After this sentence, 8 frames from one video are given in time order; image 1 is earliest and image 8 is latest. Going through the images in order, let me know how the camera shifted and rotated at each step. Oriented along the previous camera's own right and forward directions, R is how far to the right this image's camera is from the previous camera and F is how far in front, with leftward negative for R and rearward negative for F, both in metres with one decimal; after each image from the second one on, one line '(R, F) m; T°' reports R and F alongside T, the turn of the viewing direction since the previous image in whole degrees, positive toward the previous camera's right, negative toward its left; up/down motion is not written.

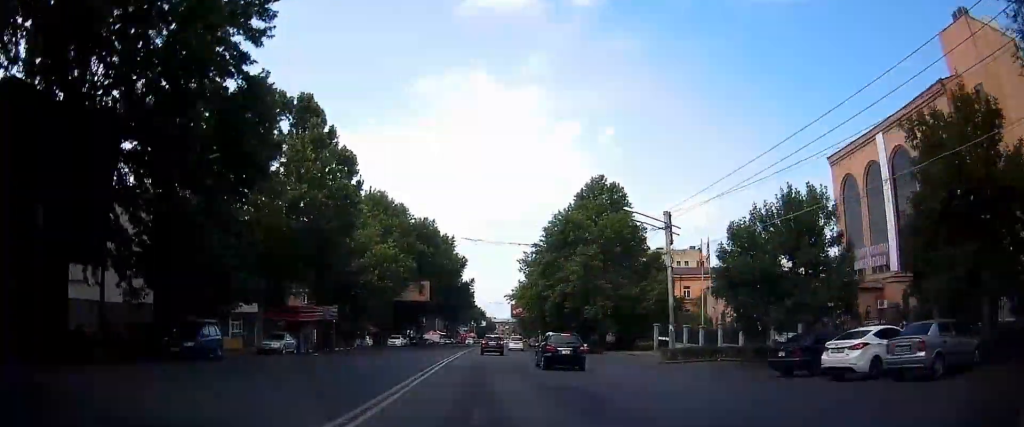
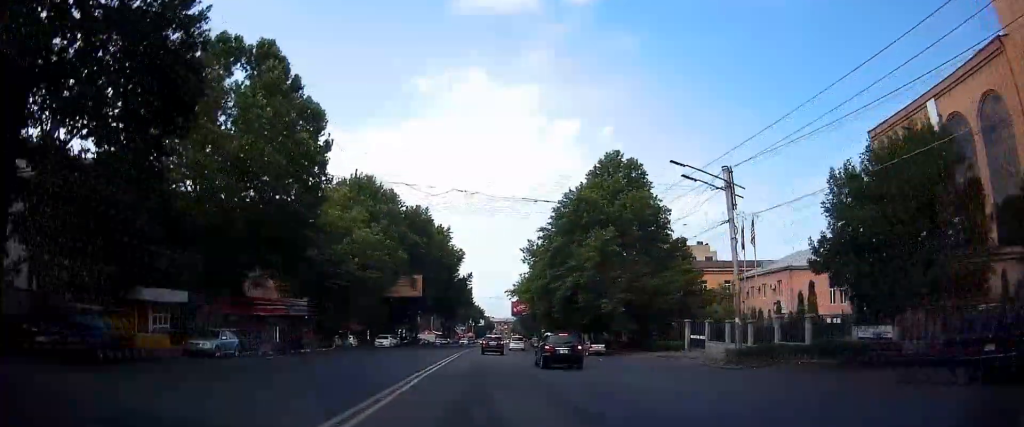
(-0.1, +10.2) m; 0°
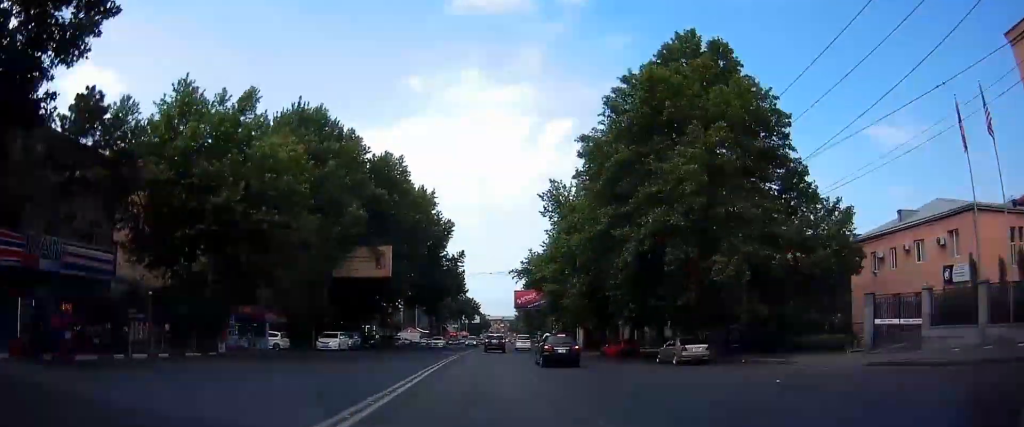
(+0.3, +27.0) m; +2°
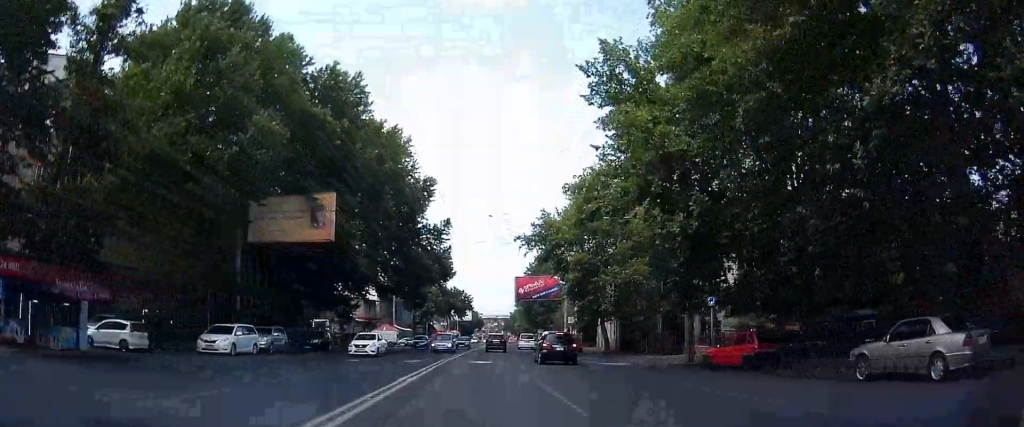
(+0.2, +20.9) m; 0°
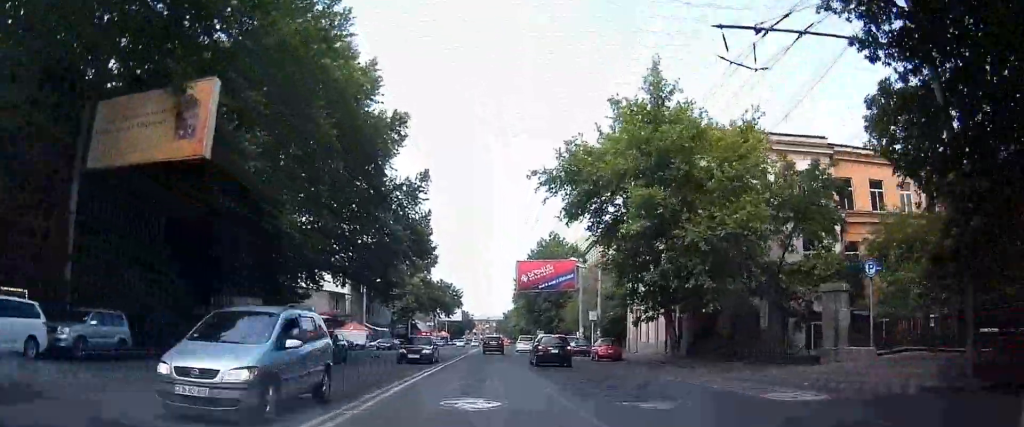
(0.0, +17.7) m; 0°
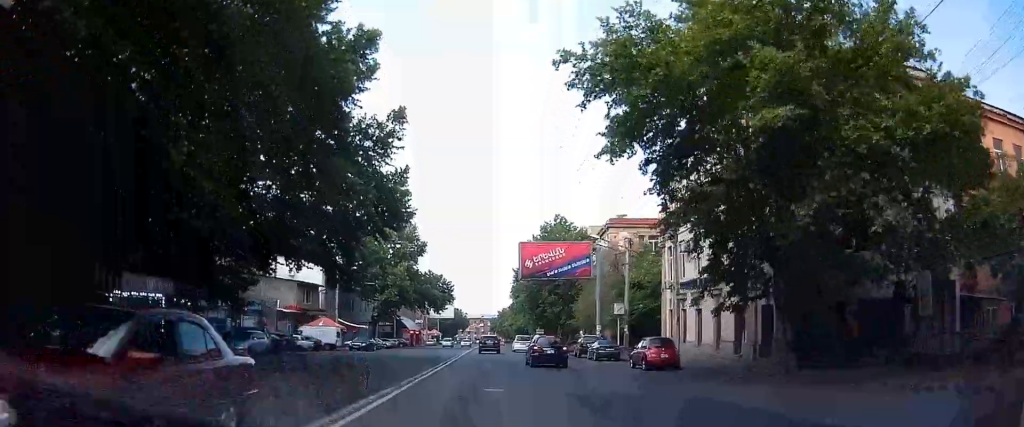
(0.0, +12.0) m; +1°
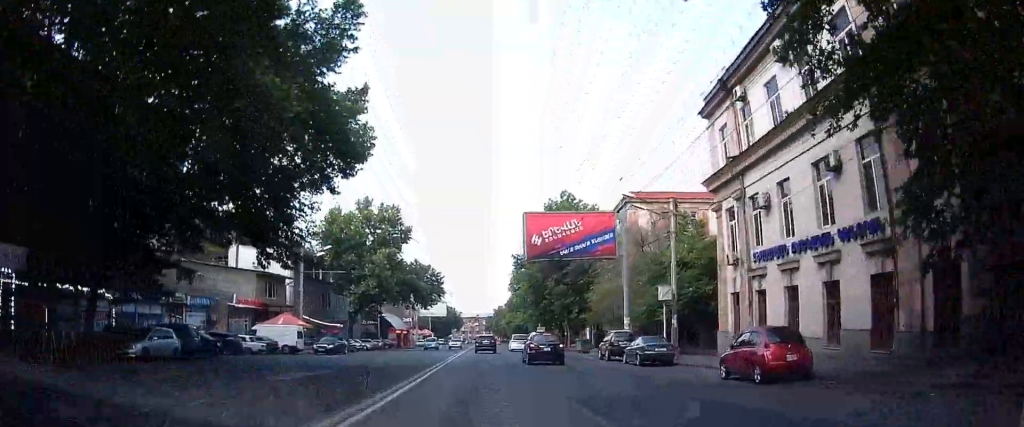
(+0.1, +11.5) m; 0°
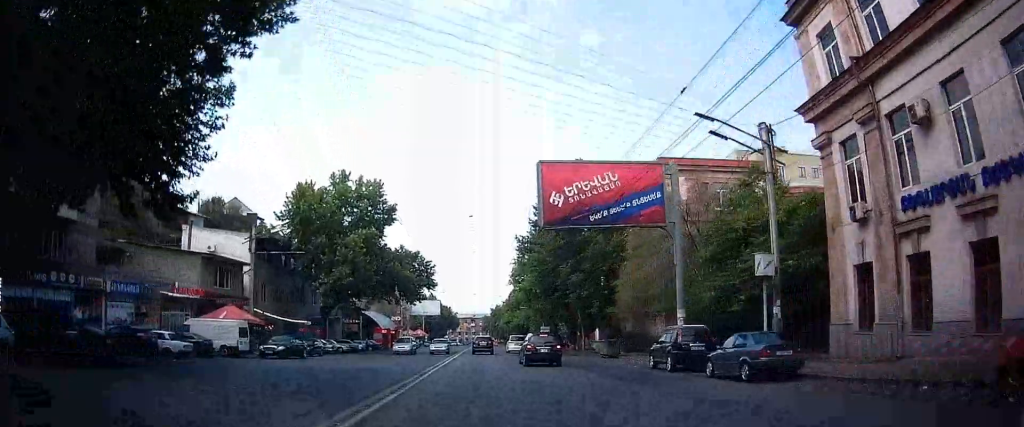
(+0.3, +11.6) m; -1°
